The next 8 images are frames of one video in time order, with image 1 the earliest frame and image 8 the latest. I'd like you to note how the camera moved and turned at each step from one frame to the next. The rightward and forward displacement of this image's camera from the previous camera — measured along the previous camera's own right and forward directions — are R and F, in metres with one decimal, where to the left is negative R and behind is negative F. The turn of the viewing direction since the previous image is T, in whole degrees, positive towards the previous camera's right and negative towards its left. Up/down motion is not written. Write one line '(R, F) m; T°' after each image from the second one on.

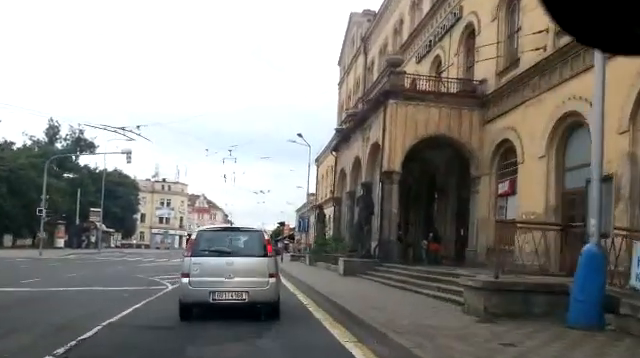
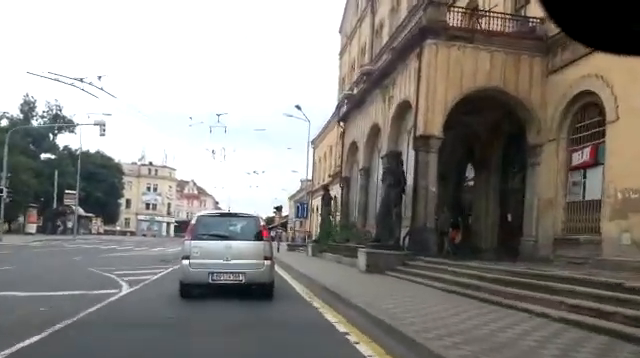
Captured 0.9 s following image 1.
(-0.3, +4.6) m; -1°
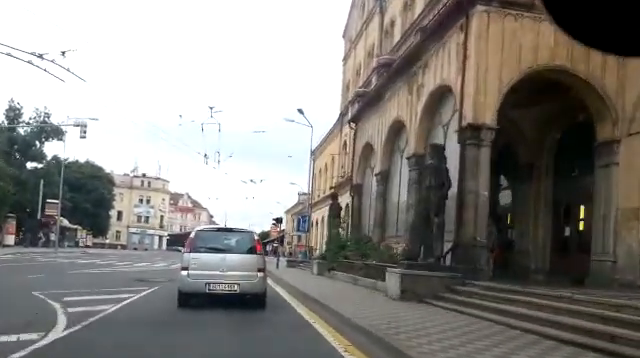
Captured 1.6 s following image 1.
(0.0, +3.4) m; +3°
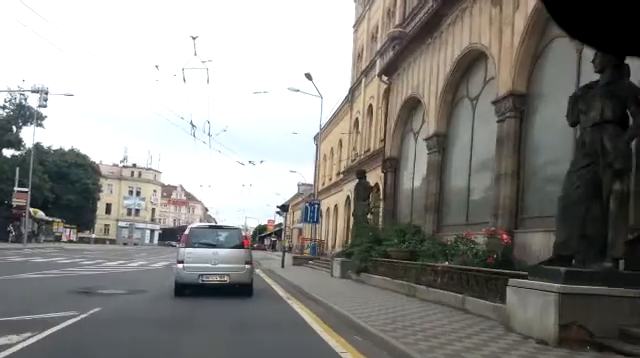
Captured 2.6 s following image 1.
(+0.5, +5.5) m; +4°
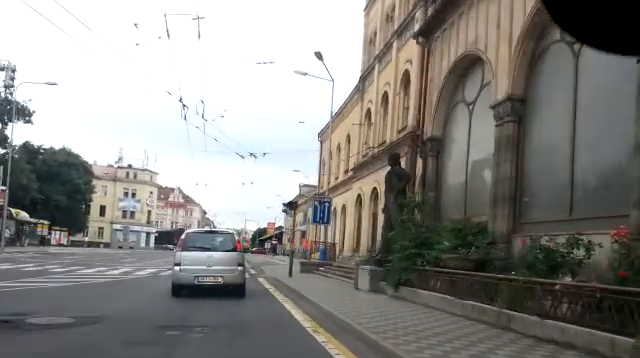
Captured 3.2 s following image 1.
(0.0, +3.6) m; -2°
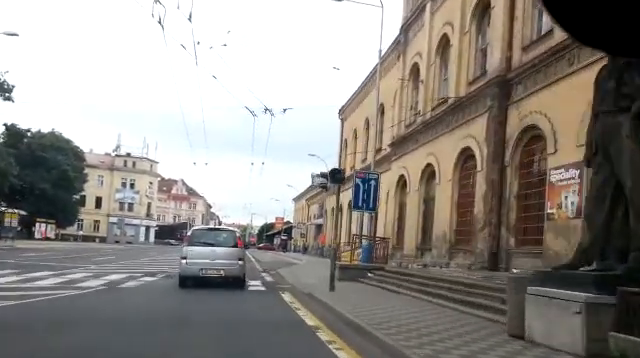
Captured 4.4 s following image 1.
(-0.4, +7.9) m; -5°
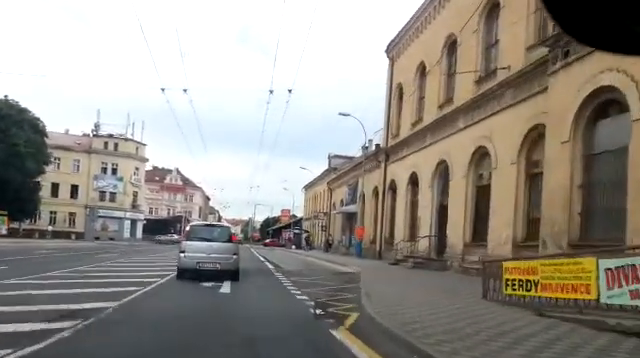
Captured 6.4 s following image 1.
(-0.4, +14.7) m; +3°
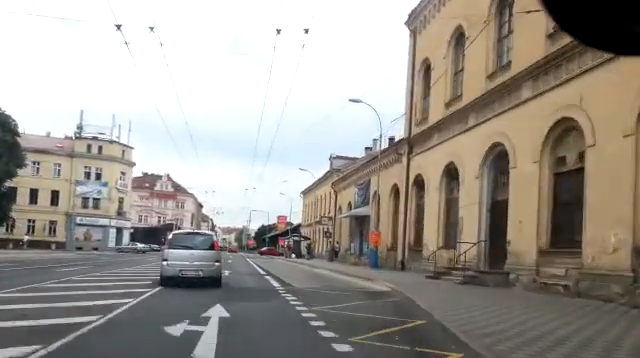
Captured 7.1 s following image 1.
(+0.4, +5.6) m; +1°
